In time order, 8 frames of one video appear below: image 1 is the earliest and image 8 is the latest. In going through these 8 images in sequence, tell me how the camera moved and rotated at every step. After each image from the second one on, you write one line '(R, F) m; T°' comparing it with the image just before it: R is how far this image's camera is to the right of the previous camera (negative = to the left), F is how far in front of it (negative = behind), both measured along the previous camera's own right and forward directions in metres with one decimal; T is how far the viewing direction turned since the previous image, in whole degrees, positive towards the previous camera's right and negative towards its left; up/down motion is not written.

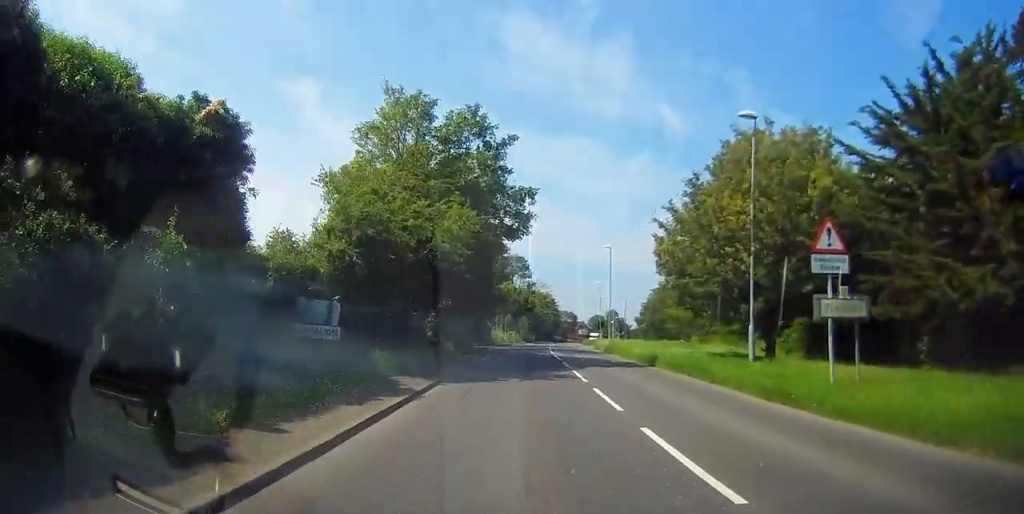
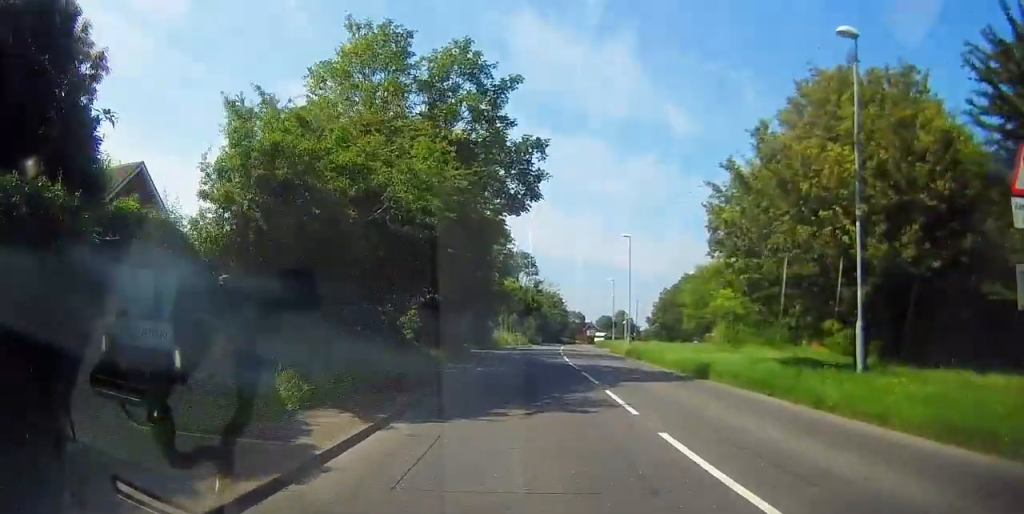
(-0.5, +7.3) m; -5°
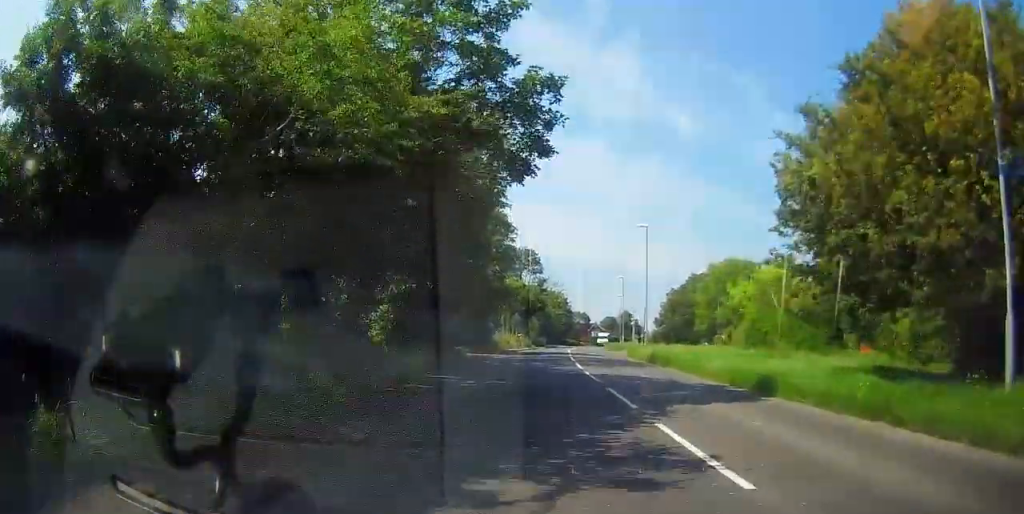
(-0.1, +5.7) m; 0°
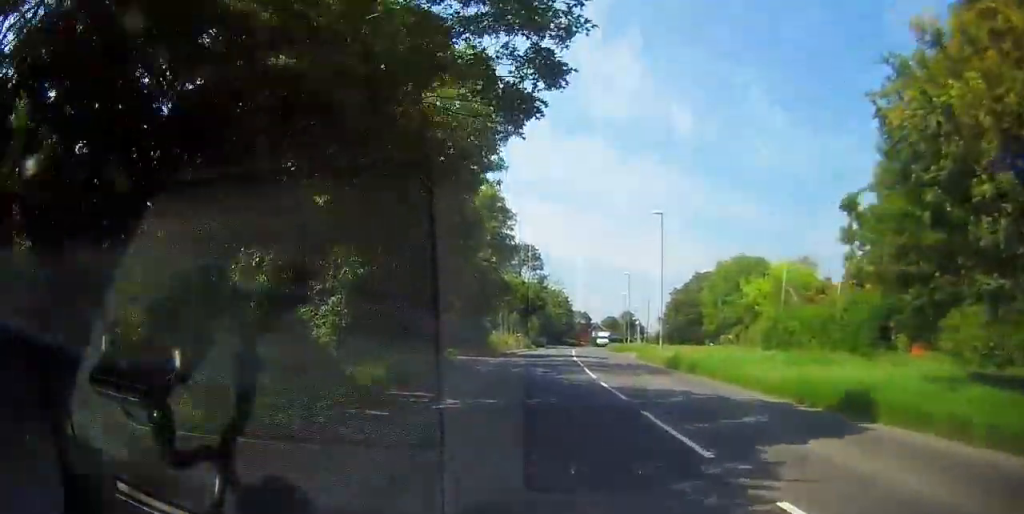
(0.0, +5.0) m; 0°
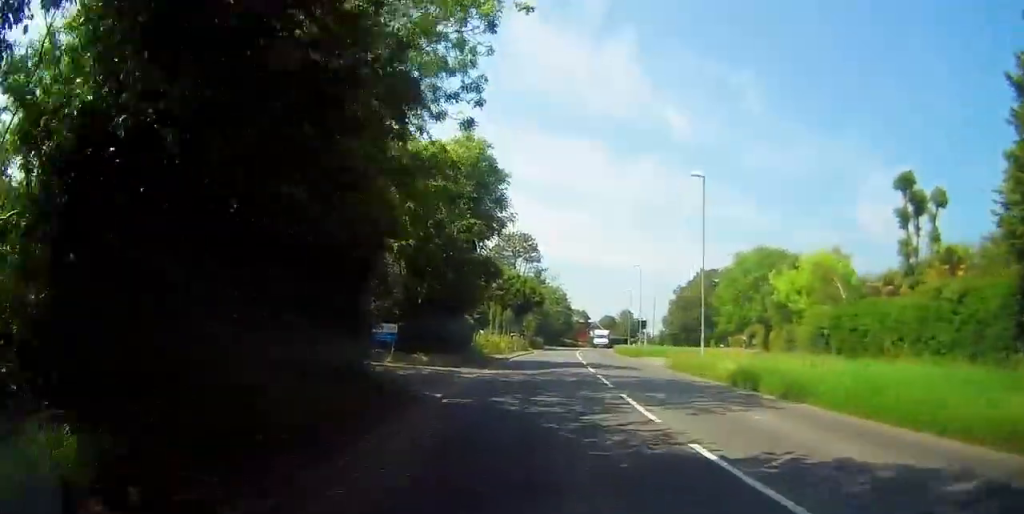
(0.0, +10.2) m; 0°
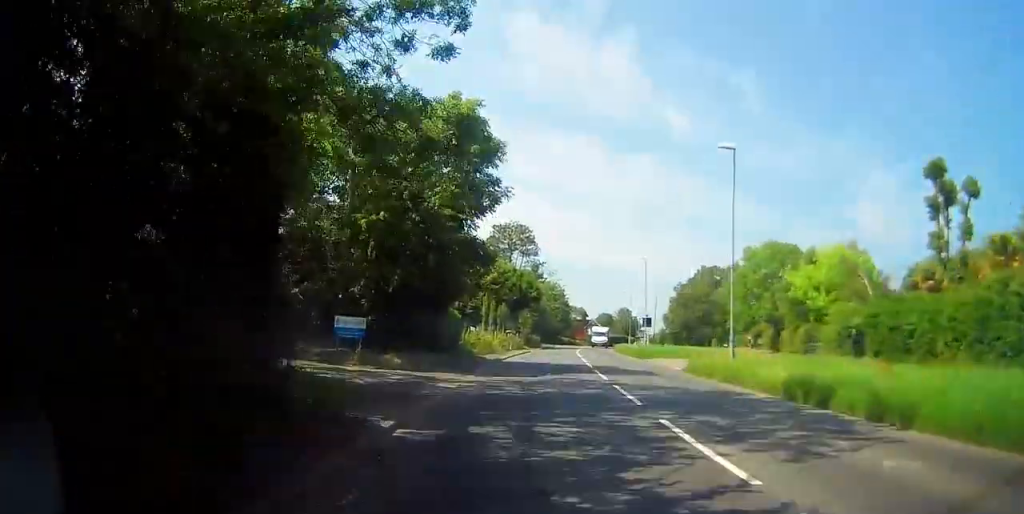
(0.0, +4.4) m; 0°
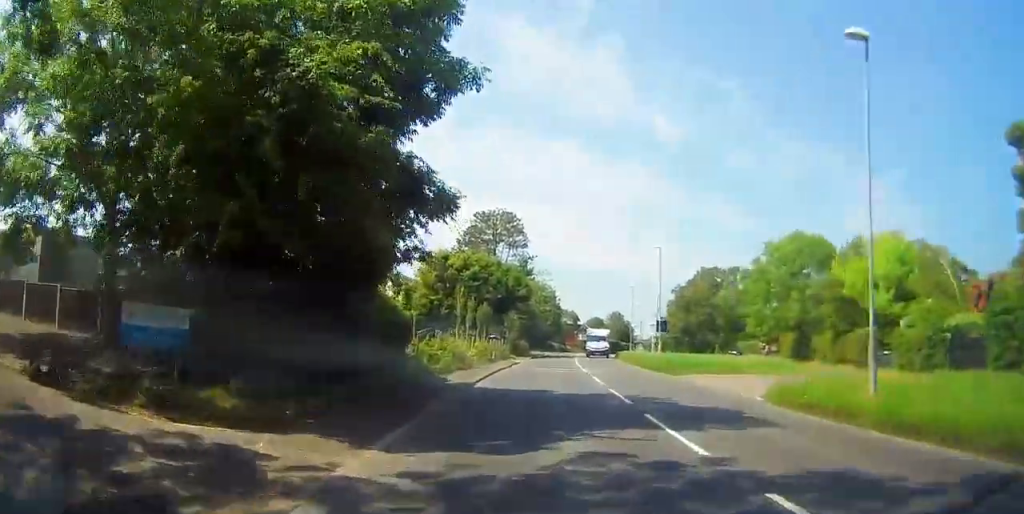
(0.0, +10.8) m; +1°
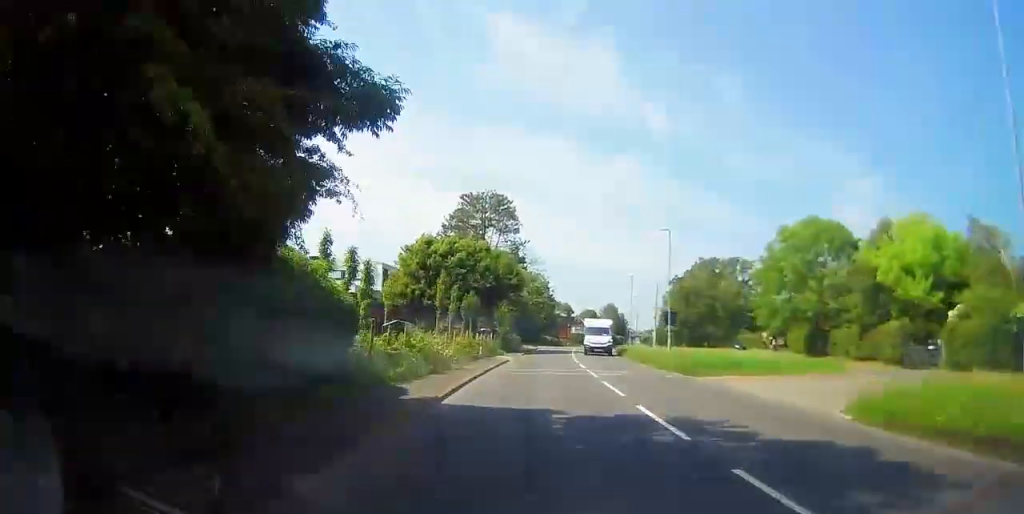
(0.0, +5.4) m; +1°
